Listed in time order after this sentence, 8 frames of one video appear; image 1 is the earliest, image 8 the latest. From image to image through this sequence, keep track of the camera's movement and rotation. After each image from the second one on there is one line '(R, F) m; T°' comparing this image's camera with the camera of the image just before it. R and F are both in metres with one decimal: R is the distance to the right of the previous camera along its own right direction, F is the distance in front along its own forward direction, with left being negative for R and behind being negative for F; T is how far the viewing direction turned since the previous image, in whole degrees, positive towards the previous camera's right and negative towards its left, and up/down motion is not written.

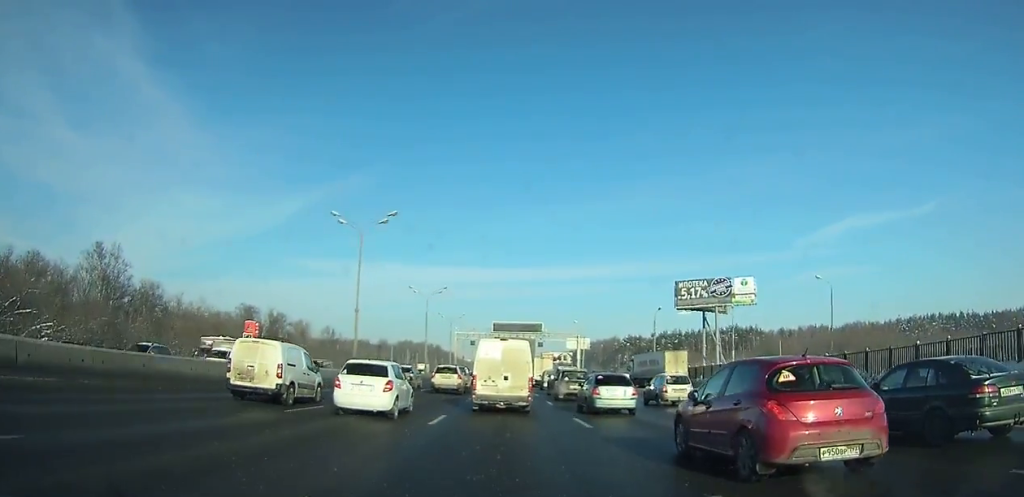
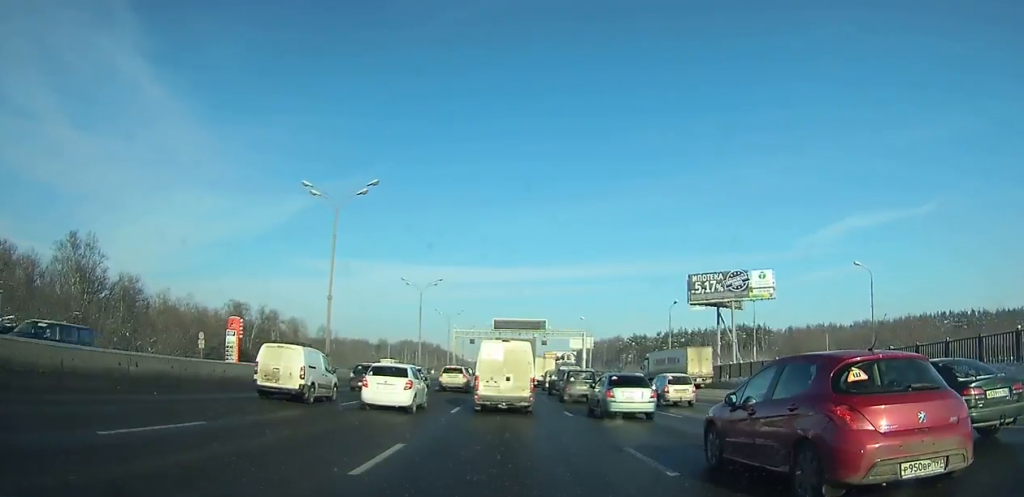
(0.0, +7.4) m; 0°
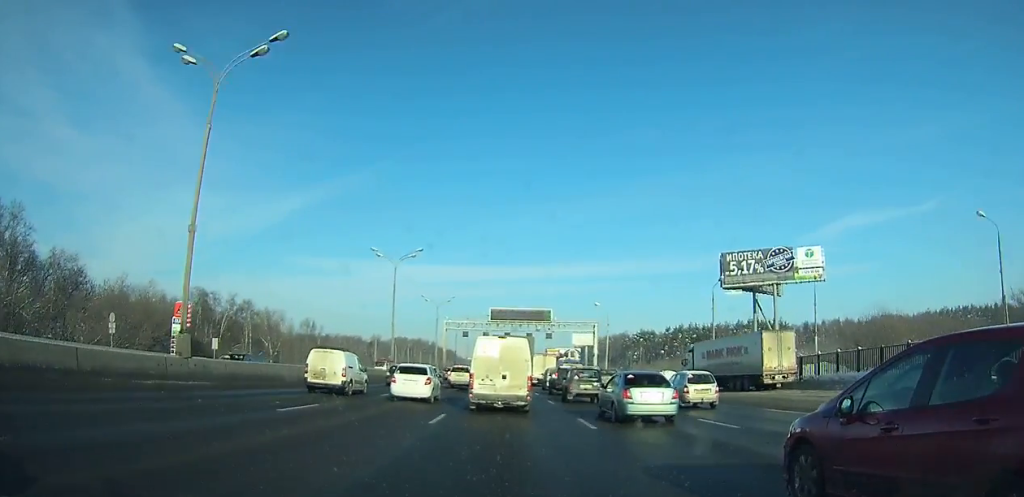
(0.0, +17.4) m; 0°
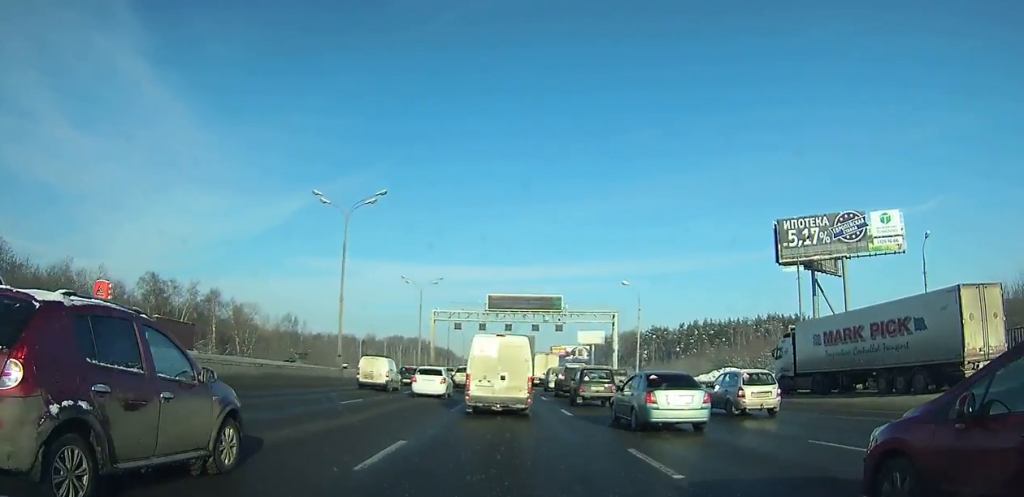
(0.0, +19.7) m; 0°
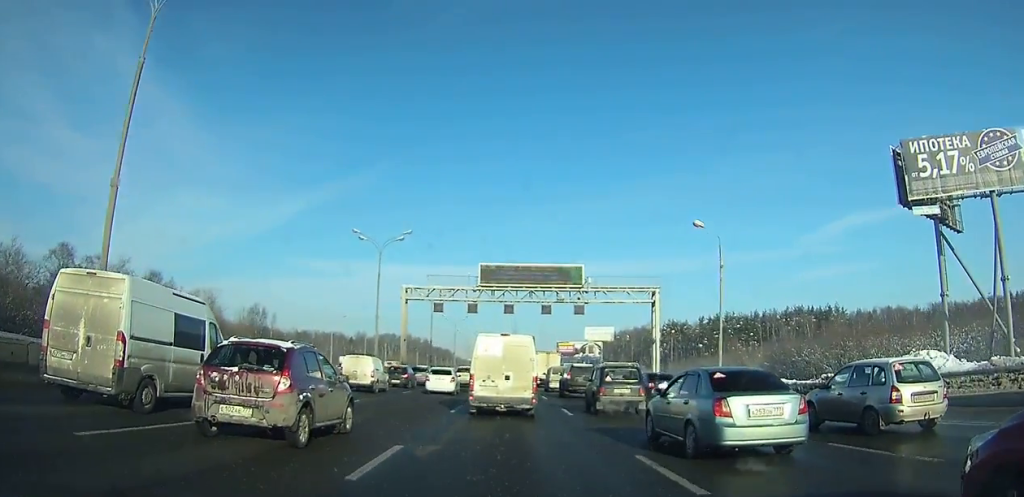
(-0.1, +28.1) m; 0°
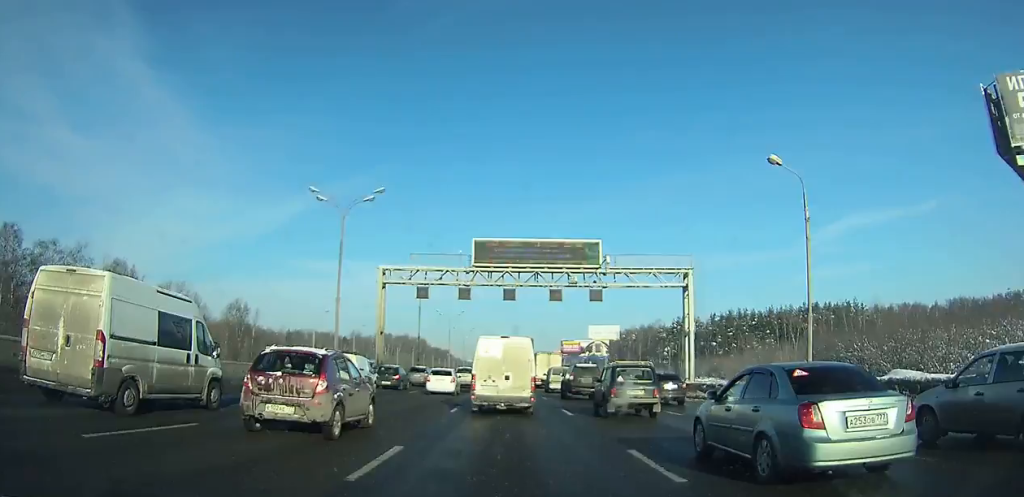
(0.0, +13.5) m; 0°
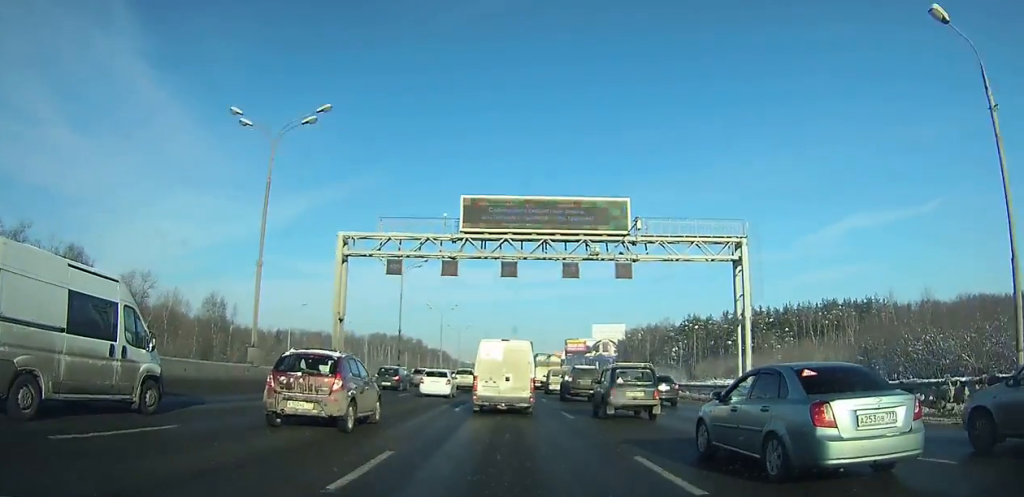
(0.0, +14.1) m; 0°
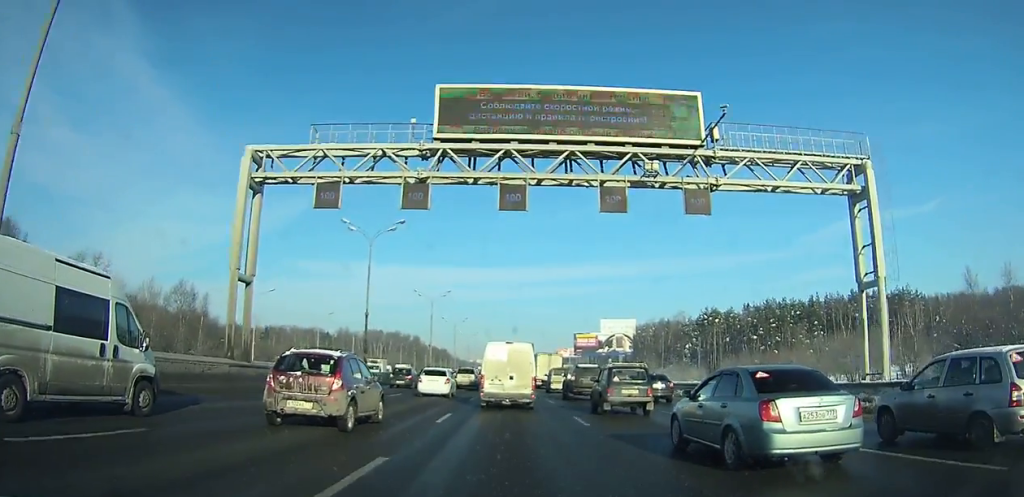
(0.0, +17.0) m; 0°
